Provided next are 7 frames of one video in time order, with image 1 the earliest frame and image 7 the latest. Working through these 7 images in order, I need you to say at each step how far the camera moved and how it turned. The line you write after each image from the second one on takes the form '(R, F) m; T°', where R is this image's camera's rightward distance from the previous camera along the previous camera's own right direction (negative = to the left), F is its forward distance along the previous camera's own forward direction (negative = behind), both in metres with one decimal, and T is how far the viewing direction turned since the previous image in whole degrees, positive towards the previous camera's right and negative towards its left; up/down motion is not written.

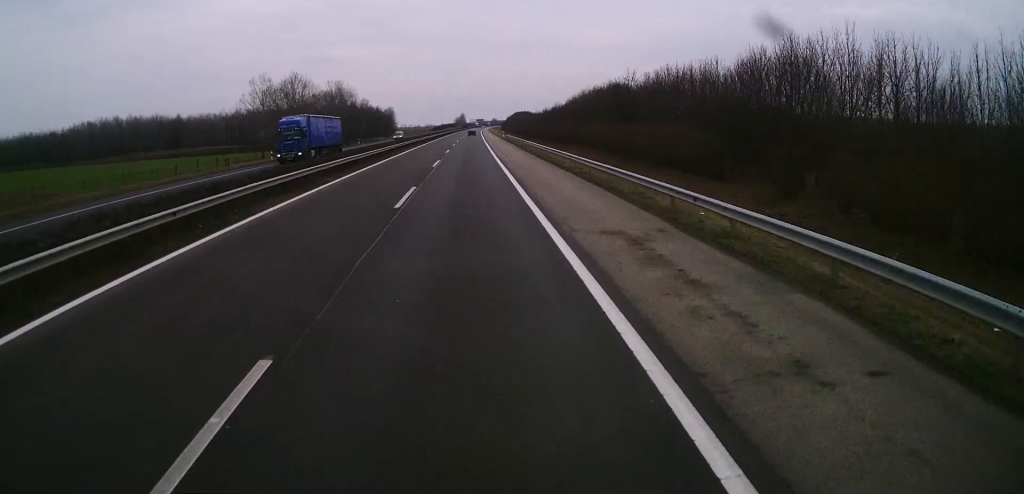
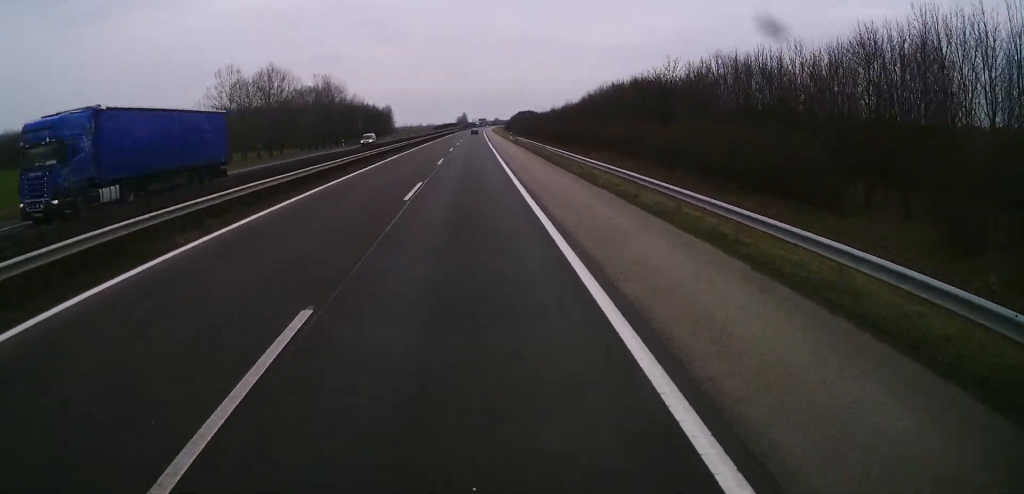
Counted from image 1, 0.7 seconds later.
(0.0, +16.2) m; 0°
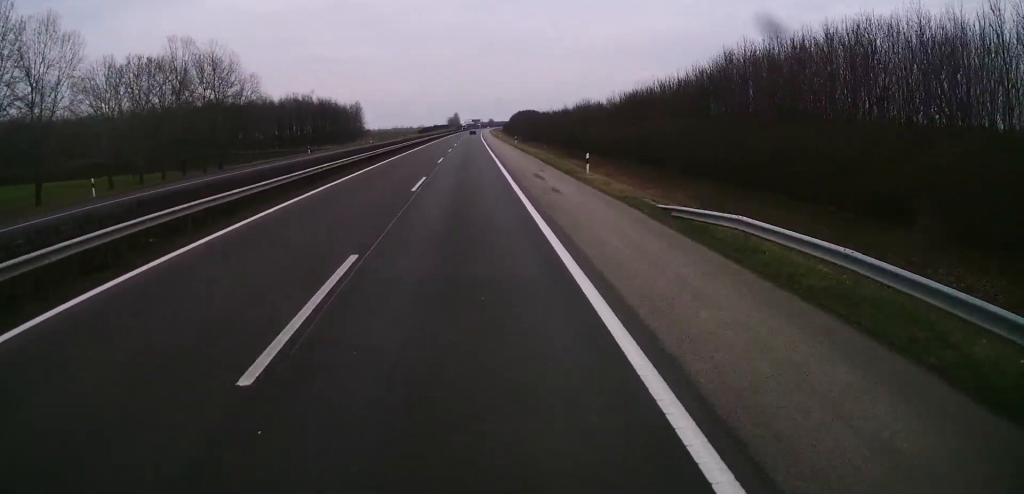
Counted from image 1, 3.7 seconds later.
(-0.6, +68.2) m; 0°
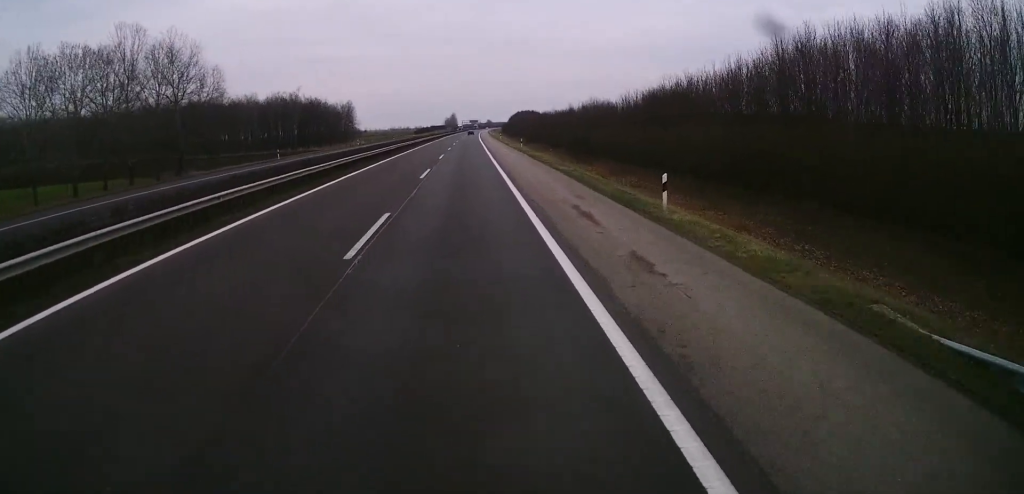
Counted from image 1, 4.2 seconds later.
(+0.1, +12.3) m; 0°
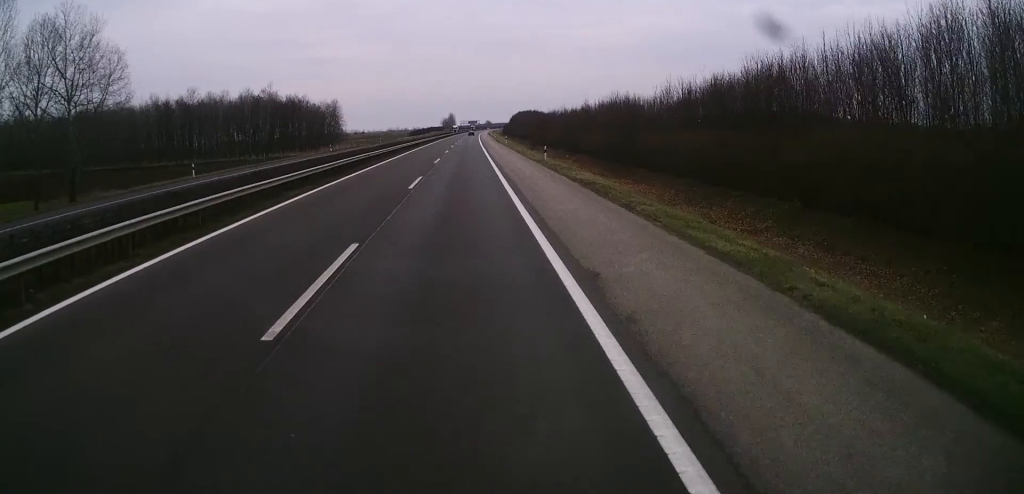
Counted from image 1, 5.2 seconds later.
(0.0, +22.3) m; 0°
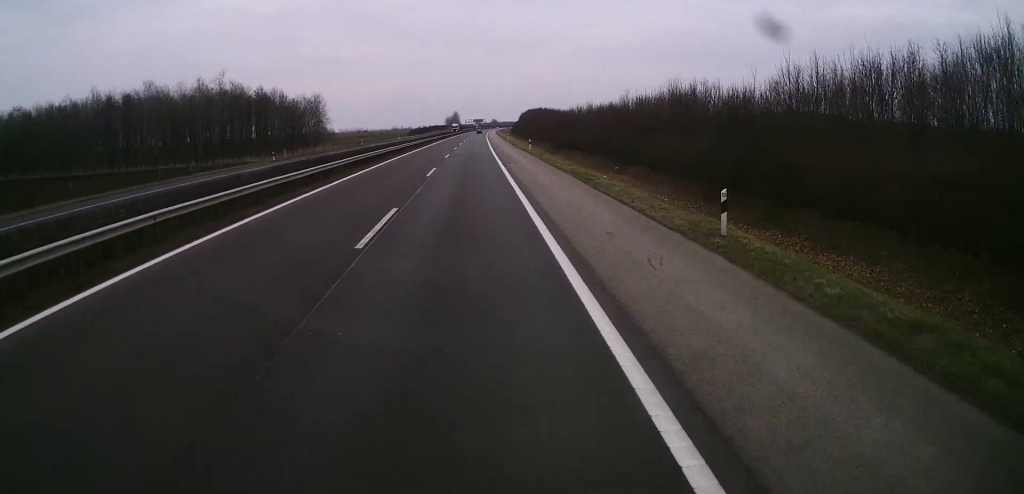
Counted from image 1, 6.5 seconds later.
(+0.1, +30.8) m; +1°
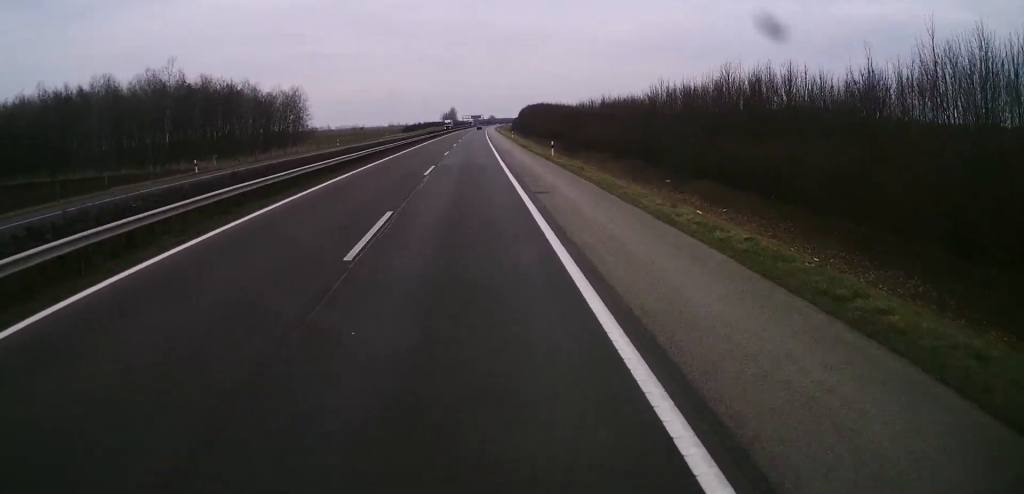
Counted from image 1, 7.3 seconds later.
(+0.1, +19.2) m; 0°
